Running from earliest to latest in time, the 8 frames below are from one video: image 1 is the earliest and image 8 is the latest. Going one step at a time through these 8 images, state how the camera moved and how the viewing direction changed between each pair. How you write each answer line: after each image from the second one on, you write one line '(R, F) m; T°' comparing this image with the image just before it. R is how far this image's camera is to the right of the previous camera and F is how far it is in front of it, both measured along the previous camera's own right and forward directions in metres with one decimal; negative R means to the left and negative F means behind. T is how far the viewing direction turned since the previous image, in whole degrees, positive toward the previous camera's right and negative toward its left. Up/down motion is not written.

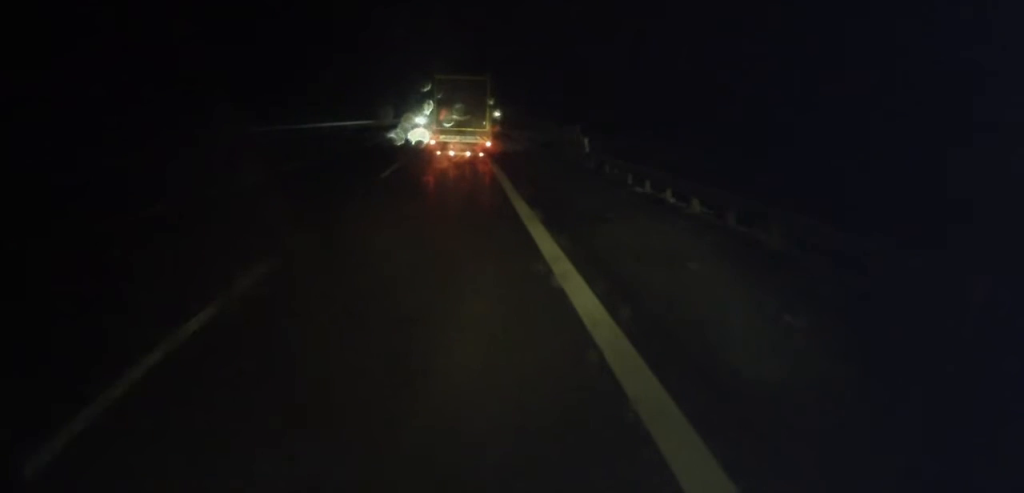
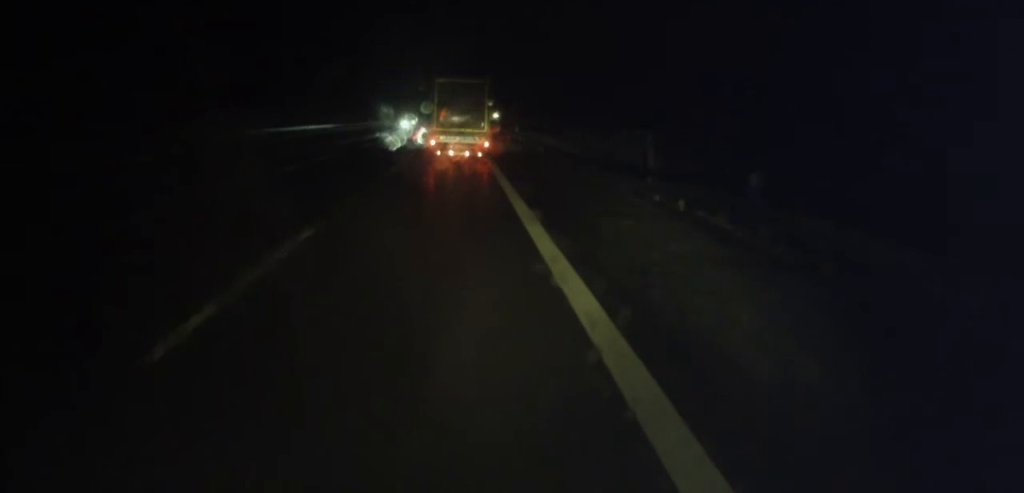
(+0.1, +15.4) m; -1°
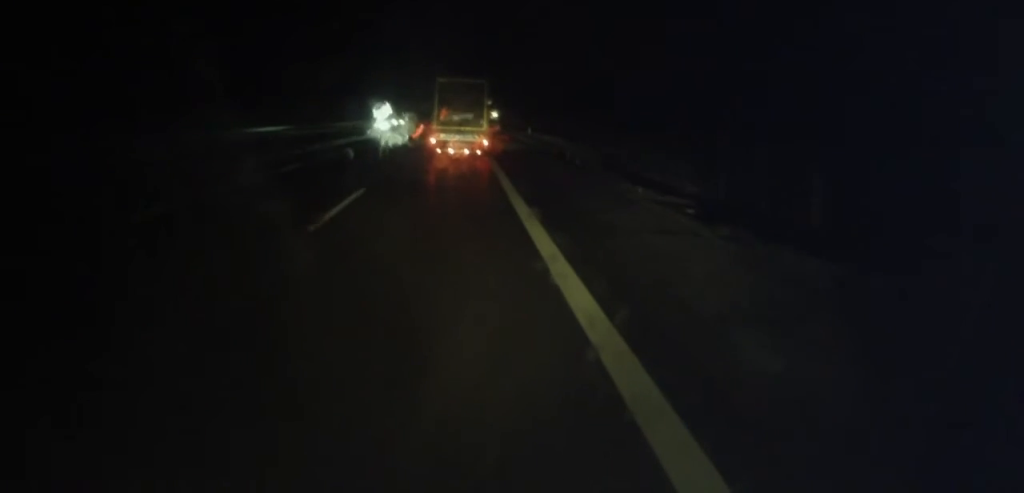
(-0.1, +12.3) m; 0°
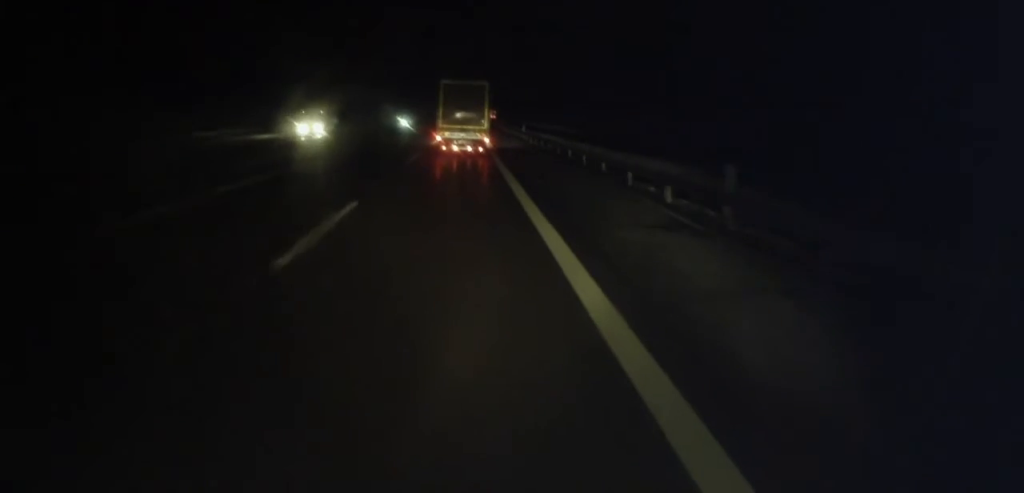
(0.0, +38.5) m; 0°
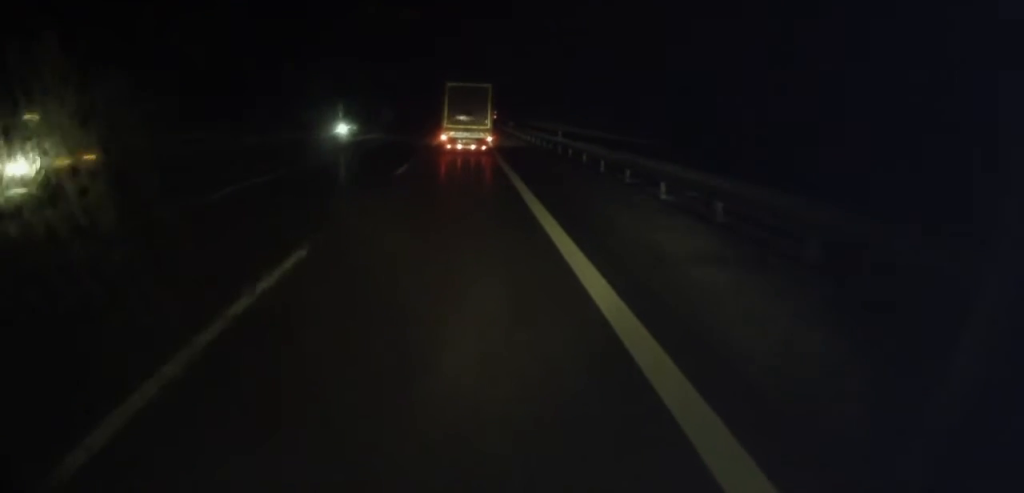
(-0.4, +23.2) m; -1°
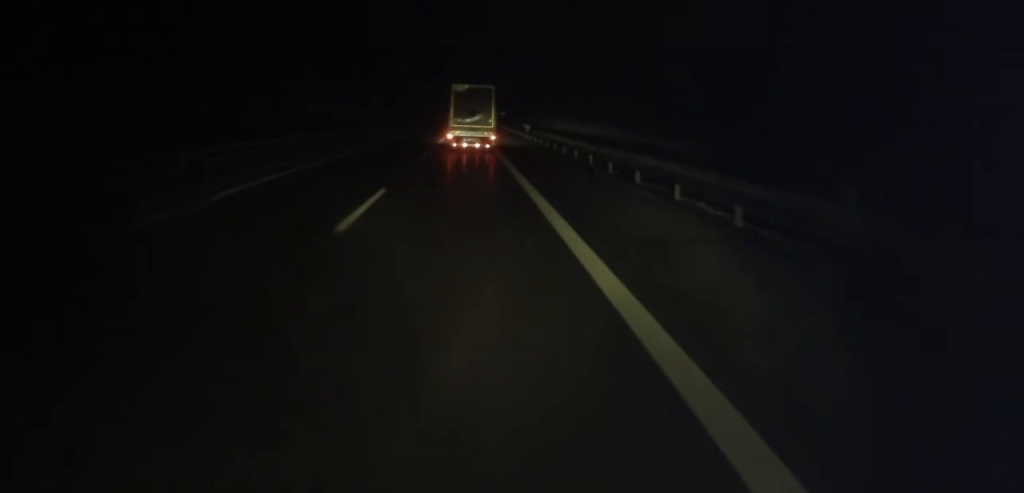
(+0.1, +28.6) m; +1°
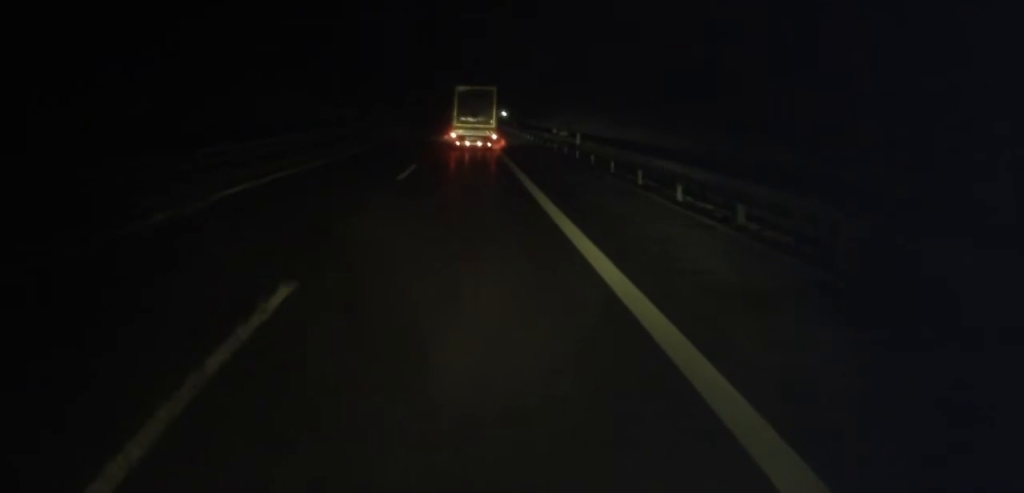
(+0.4, +27.6) m; +1°
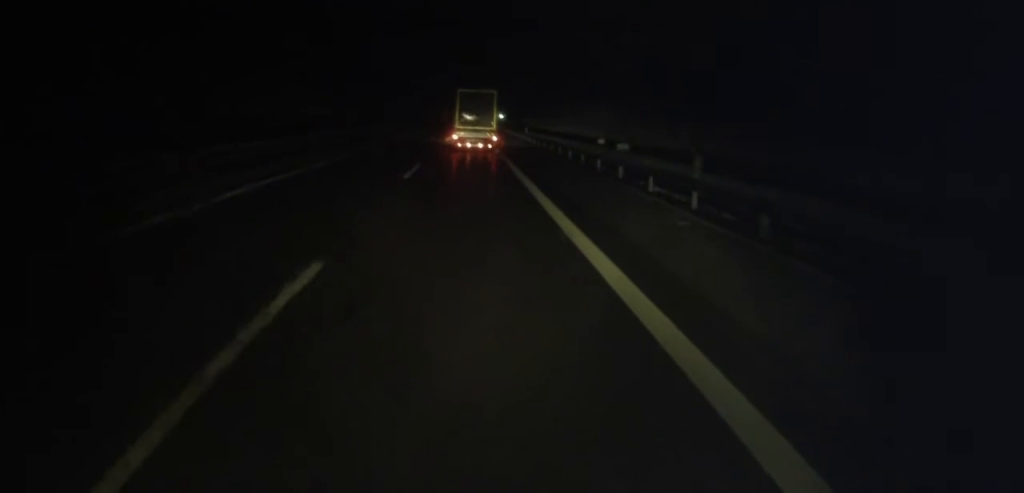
(0.0, +16.8) m; 0°
